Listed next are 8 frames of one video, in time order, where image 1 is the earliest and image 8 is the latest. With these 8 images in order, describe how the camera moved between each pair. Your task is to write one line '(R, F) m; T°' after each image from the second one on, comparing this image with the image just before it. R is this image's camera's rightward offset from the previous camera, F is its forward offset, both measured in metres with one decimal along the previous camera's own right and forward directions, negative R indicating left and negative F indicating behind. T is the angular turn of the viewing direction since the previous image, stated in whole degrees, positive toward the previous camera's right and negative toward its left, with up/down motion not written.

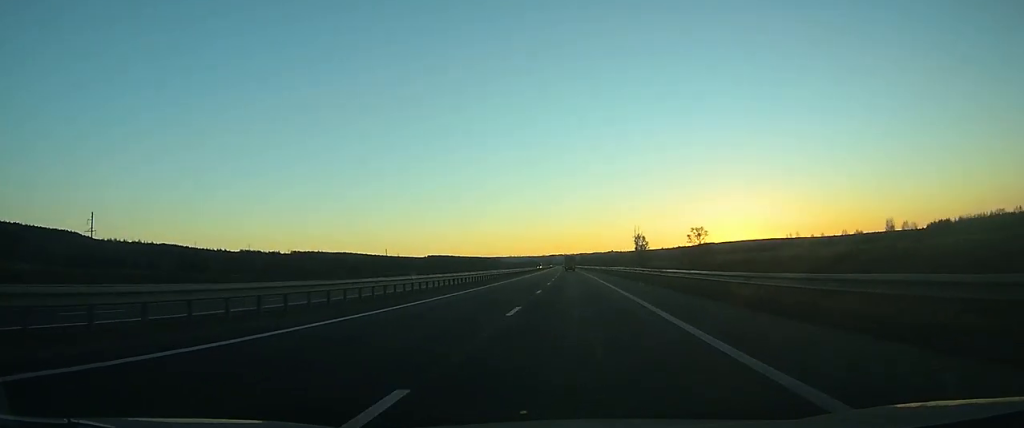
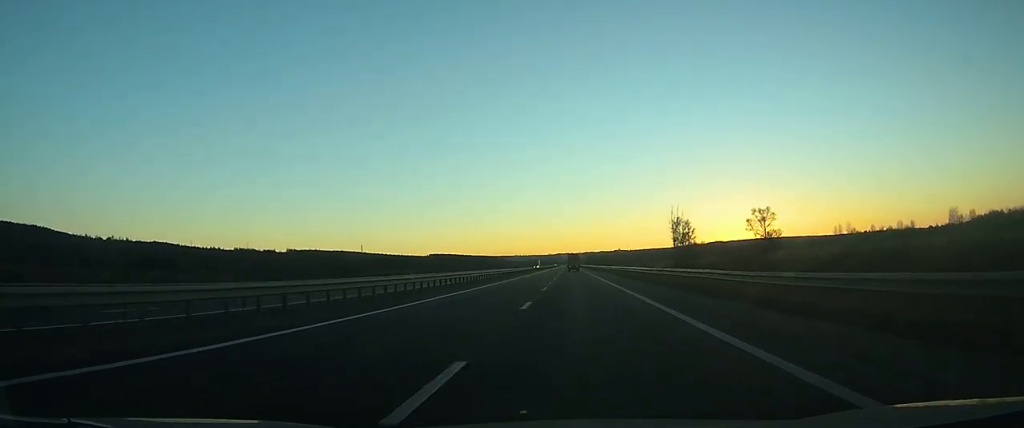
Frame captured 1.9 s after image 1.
(-0.2, +59.5) m; 0°
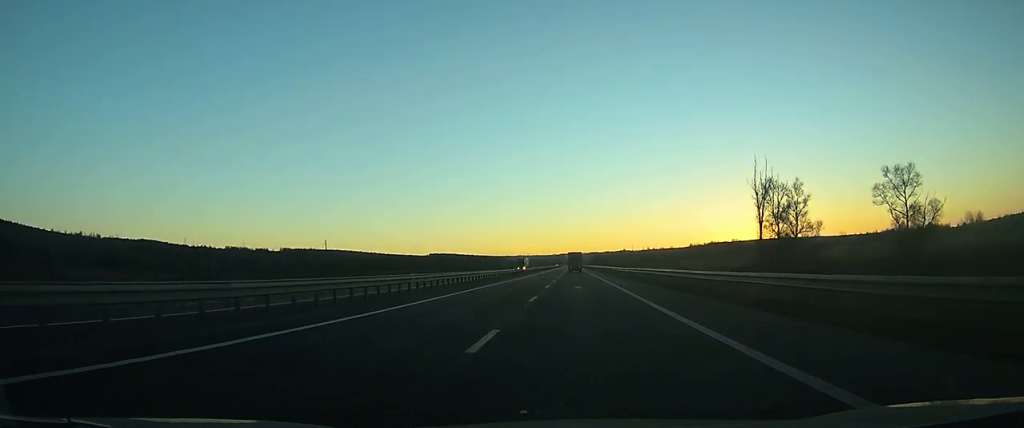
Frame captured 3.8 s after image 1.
(-0.1, +55.2) m; 0°
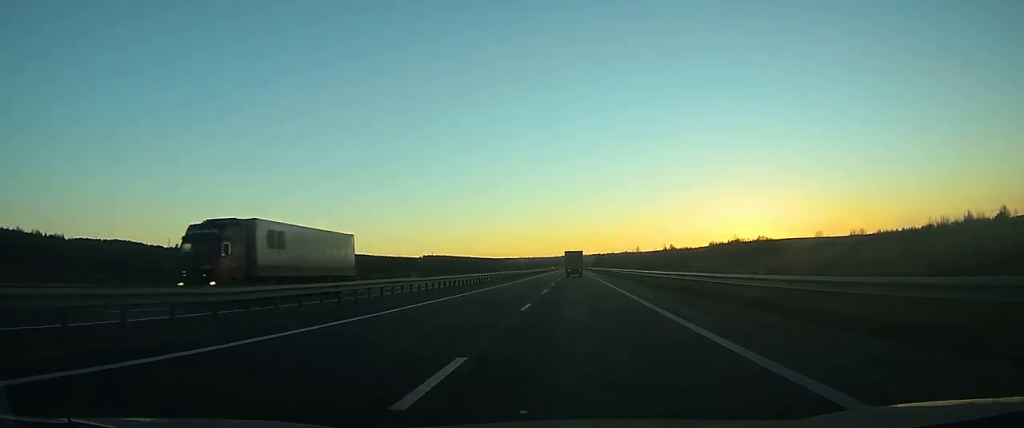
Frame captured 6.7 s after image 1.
(-0.5, +84.4) m; -1°
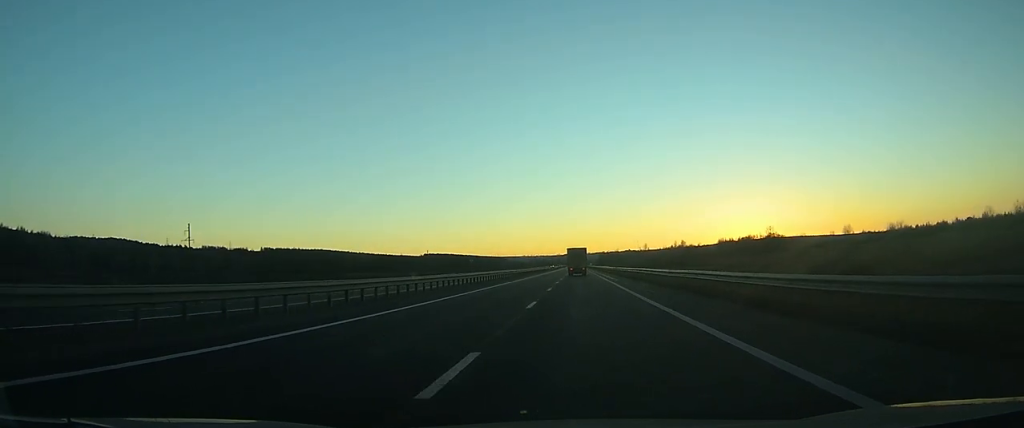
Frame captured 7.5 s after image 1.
(-0.1, +24.7) m; -1°
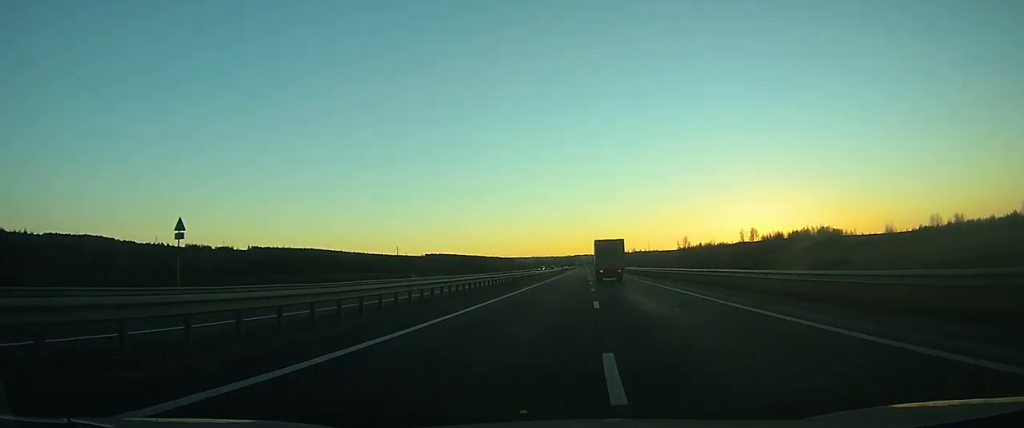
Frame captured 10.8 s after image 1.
(-1.8, +100.2) m; -2°
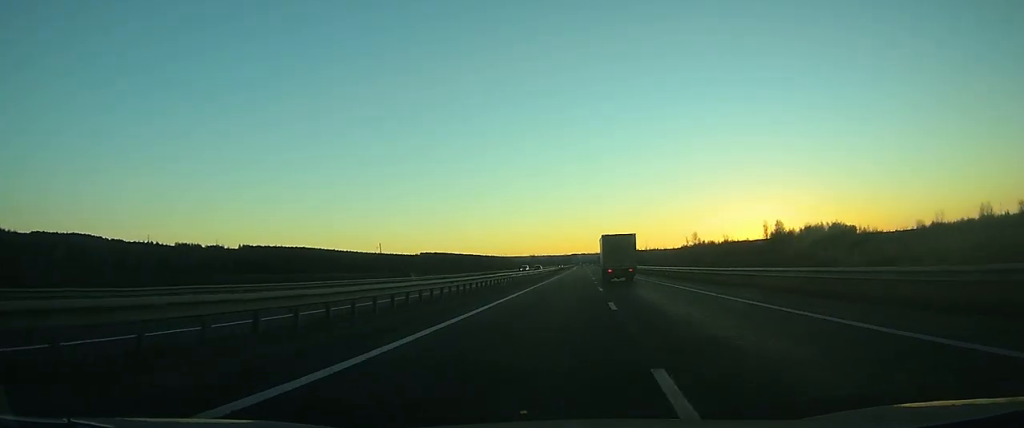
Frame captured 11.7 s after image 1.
(+0.1, +25.5) m; 0°
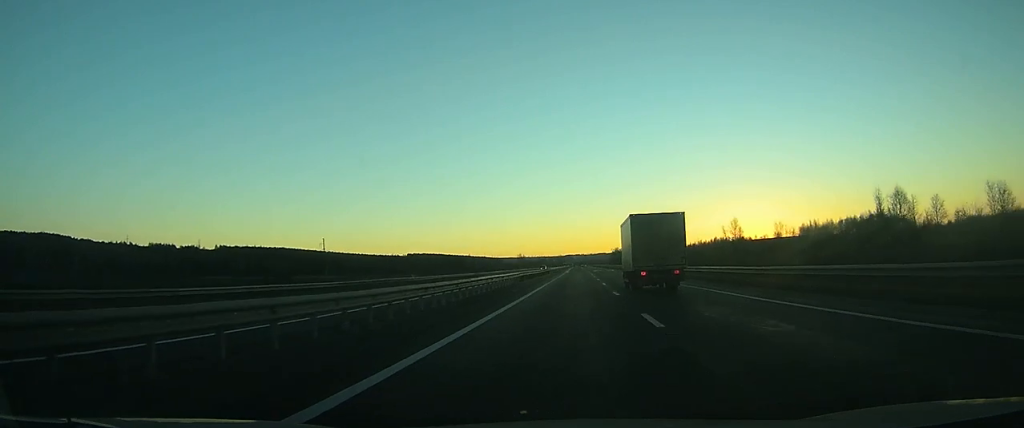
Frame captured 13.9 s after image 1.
(+0.4, +63.2) m; +1°
